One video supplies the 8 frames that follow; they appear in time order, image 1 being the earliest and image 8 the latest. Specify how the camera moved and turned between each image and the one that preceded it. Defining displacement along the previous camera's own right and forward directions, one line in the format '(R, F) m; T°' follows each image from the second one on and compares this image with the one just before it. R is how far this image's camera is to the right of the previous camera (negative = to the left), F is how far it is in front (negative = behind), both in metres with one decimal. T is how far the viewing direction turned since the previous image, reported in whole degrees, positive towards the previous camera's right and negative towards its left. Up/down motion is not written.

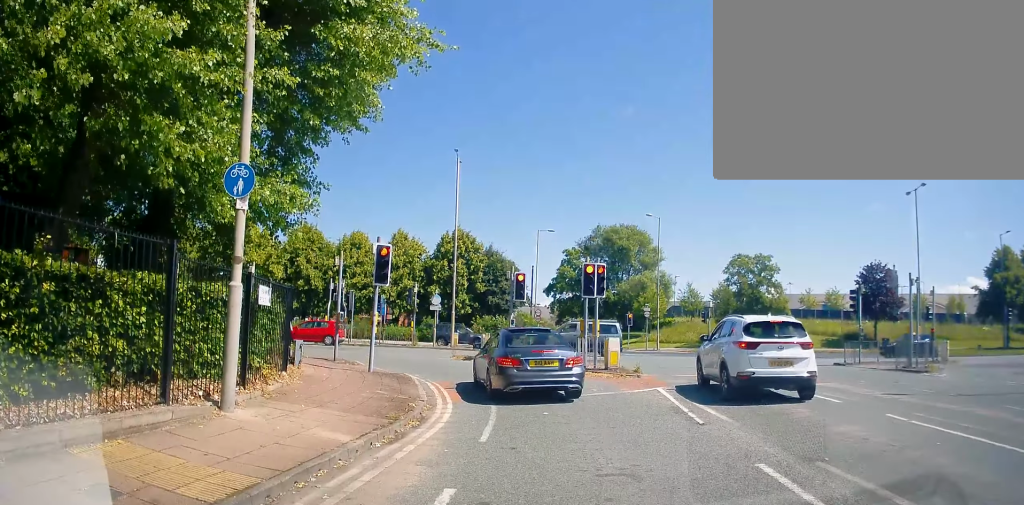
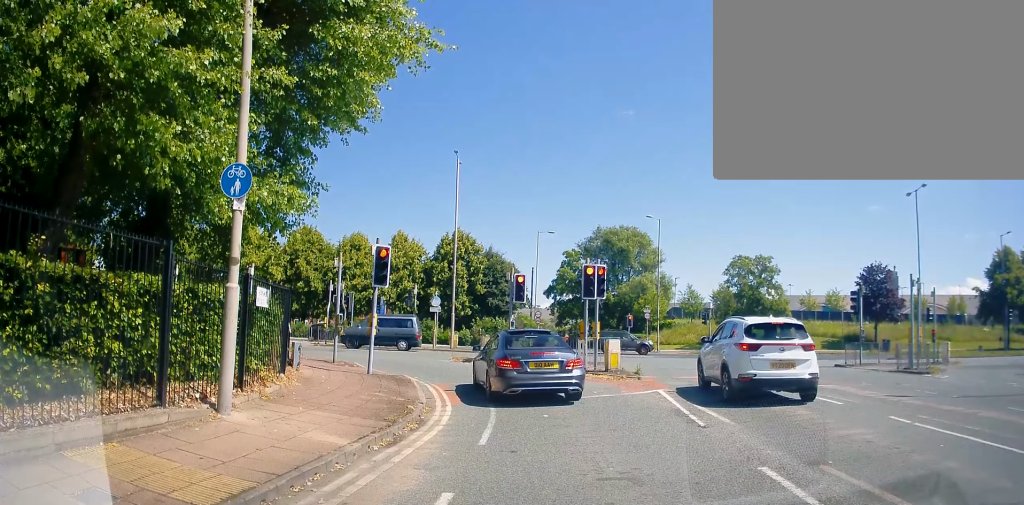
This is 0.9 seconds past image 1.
(-0.2, +0.1) m; 0°
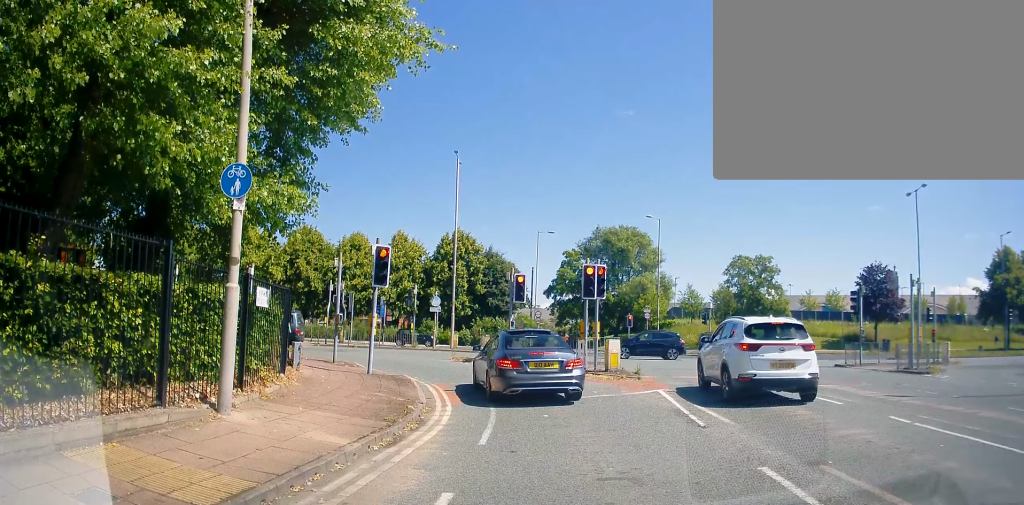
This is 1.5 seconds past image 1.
(0.0, 0.0) m; 0°
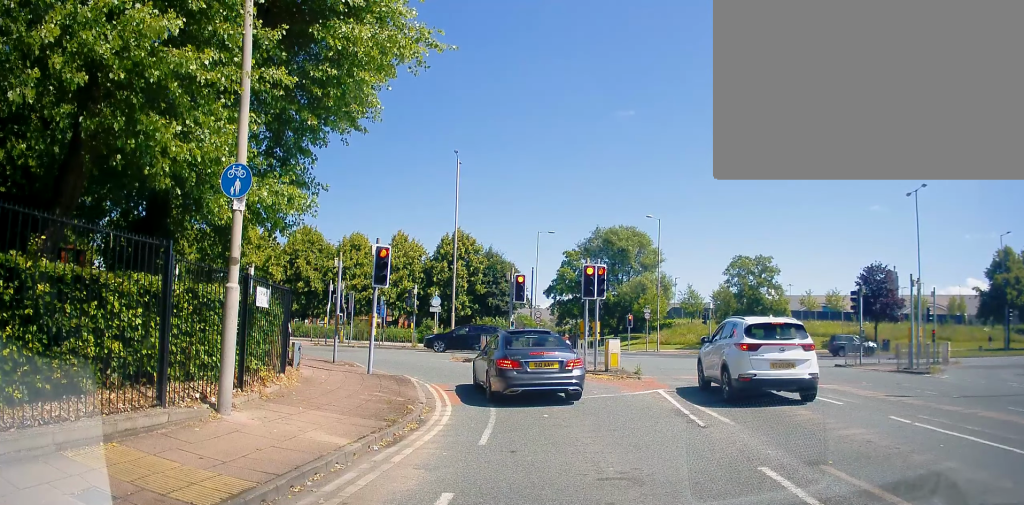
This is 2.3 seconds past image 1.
(0.0, 0.0) m; 0°
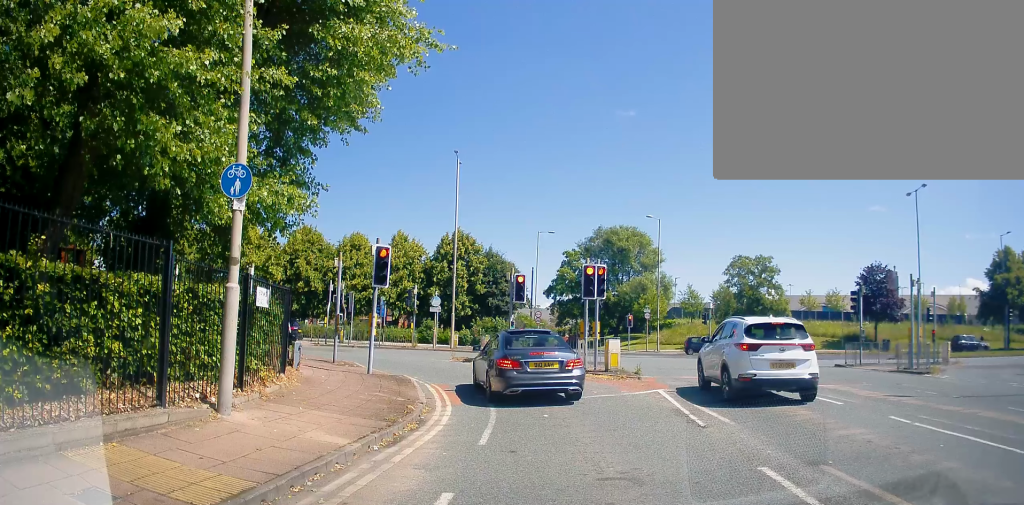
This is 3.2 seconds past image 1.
(0.0, 0.0) m; 0°
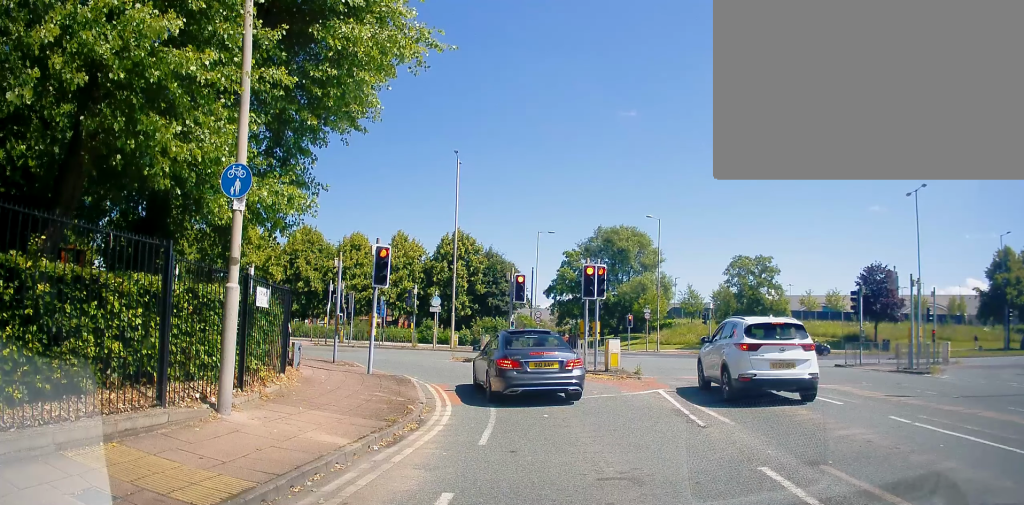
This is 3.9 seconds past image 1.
(0.0, 0.0) m; 0°
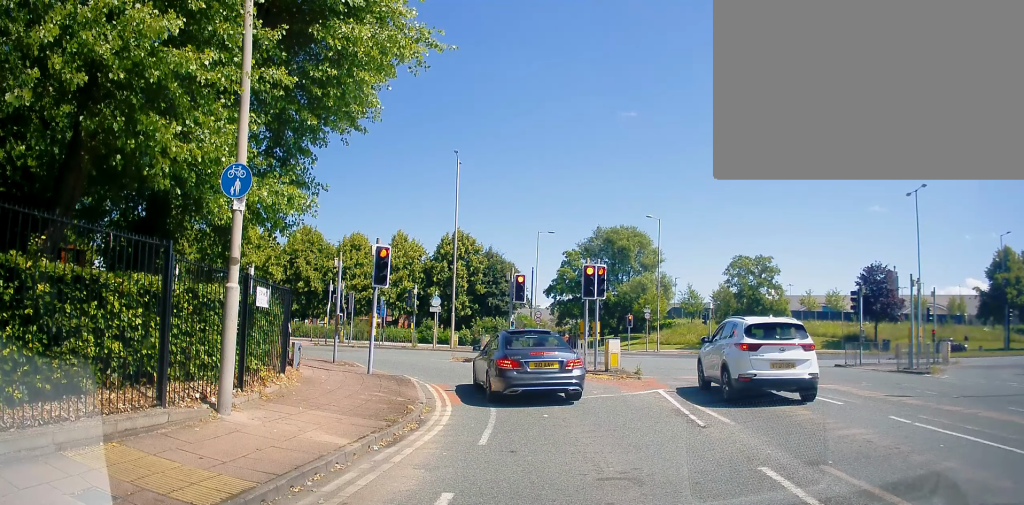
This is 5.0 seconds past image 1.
(0.0, 0.0) m; 0°
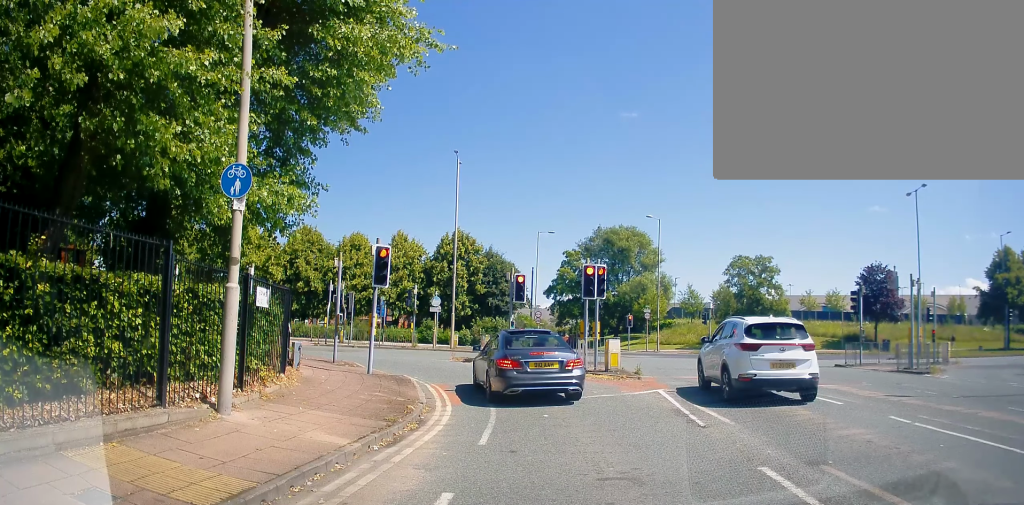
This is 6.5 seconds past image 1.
(0.0, 0.0) m; 0°
